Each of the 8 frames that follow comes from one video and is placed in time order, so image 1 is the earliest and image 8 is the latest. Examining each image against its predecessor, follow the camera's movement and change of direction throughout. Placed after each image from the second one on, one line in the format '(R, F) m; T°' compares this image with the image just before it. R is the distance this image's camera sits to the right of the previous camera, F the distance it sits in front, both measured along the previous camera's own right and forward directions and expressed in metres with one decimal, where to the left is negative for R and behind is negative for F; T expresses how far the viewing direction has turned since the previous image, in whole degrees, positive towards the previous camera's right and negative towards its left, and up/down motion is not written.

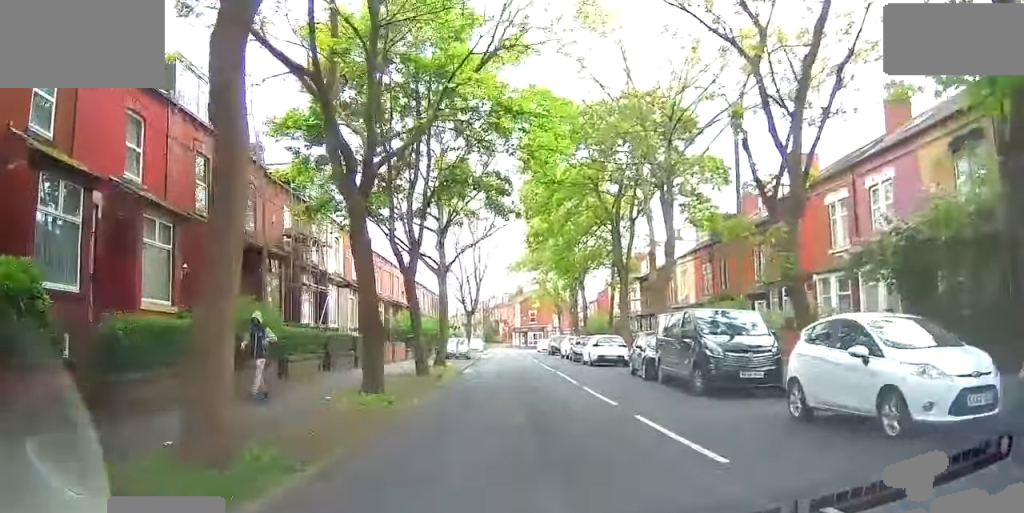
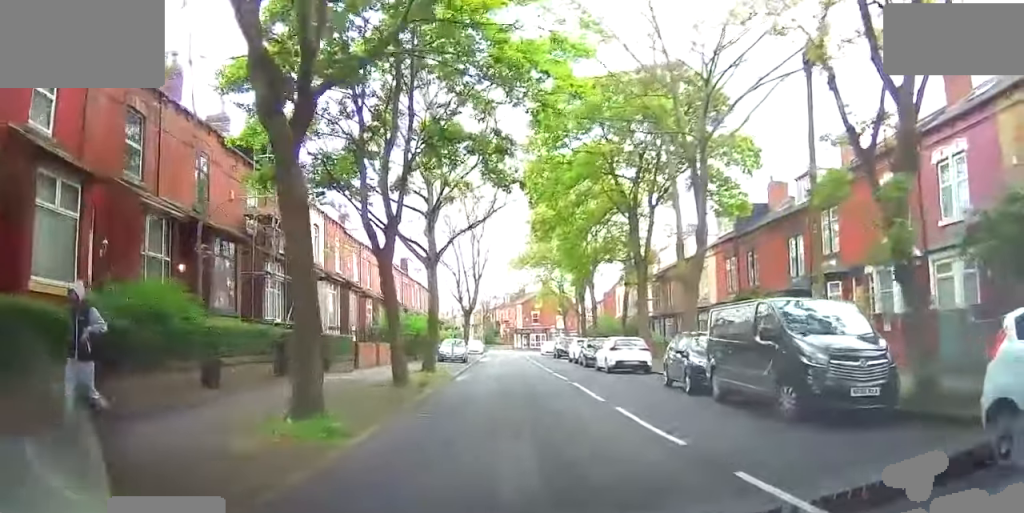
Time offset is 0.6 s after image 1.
(0.0, +4.4) m; +1°
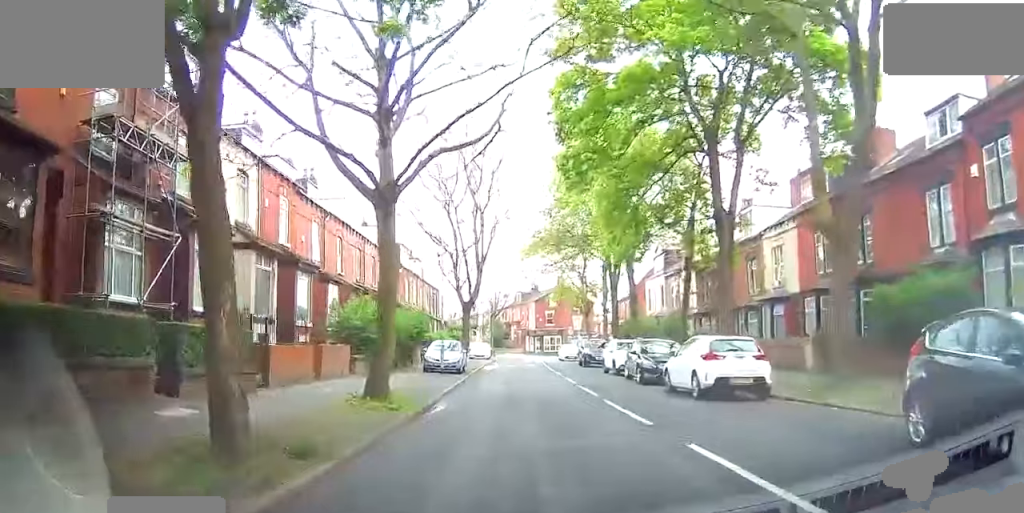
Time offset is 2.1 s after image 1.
(+0.2, +10.7) m; +2°
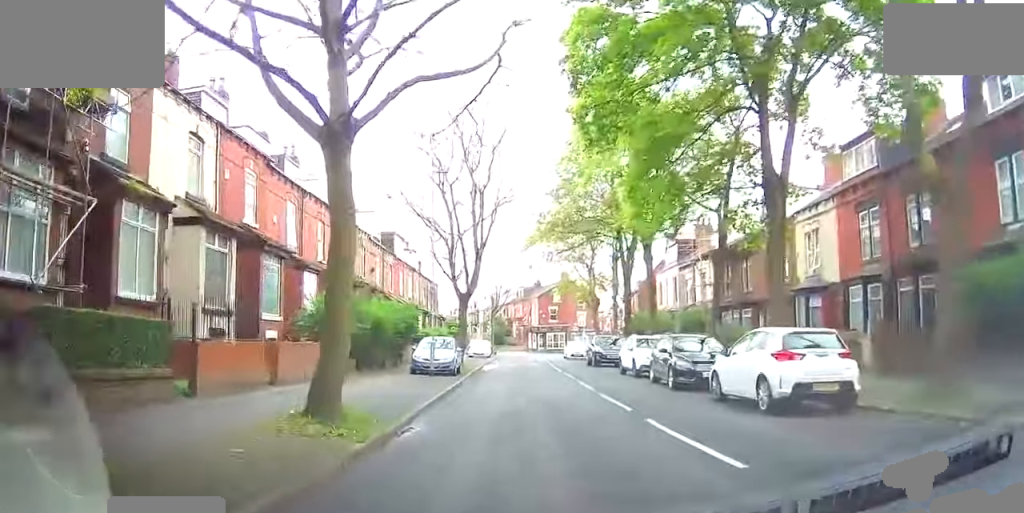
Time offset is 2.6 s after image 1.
(0.0, +4.0) m; -1°
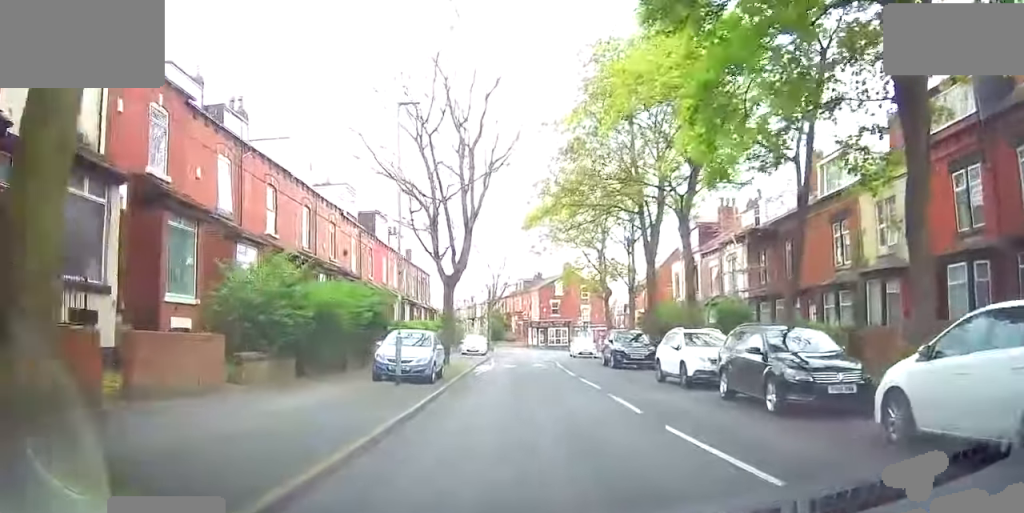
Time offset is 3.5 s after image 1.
(-0.1, +6.6) m; -1°
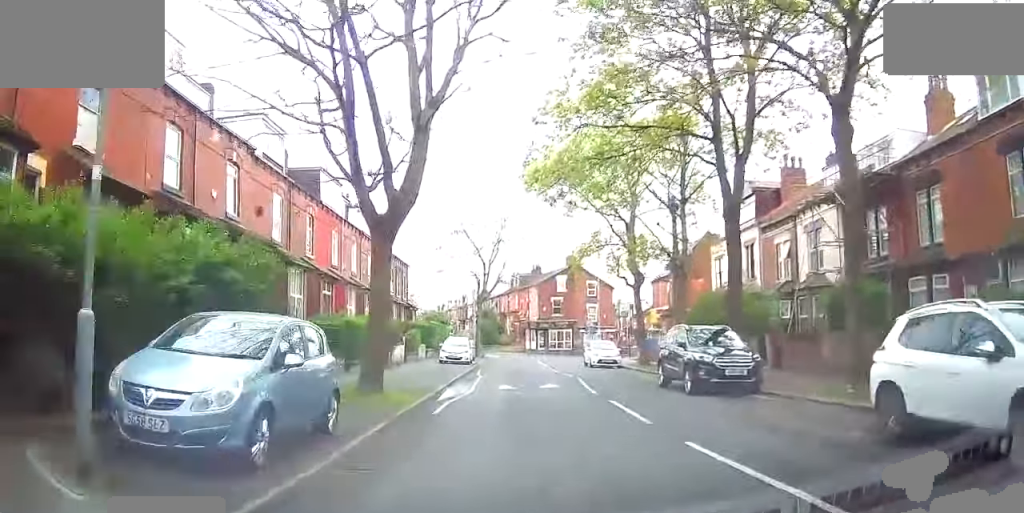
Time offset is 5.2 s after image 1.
(+0.1, +11.4) m; +5°
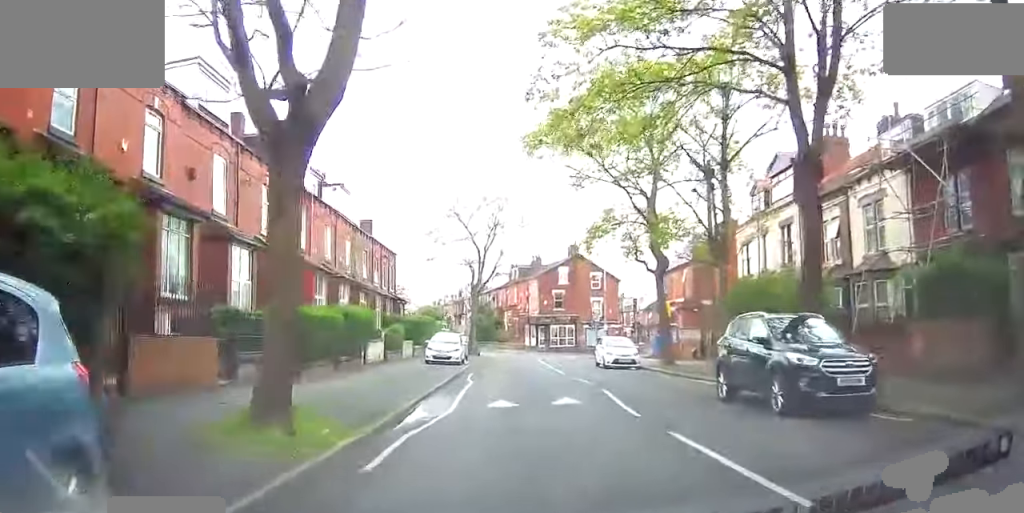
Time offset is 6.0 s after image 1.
(+0.4, +5.2) m; +2°
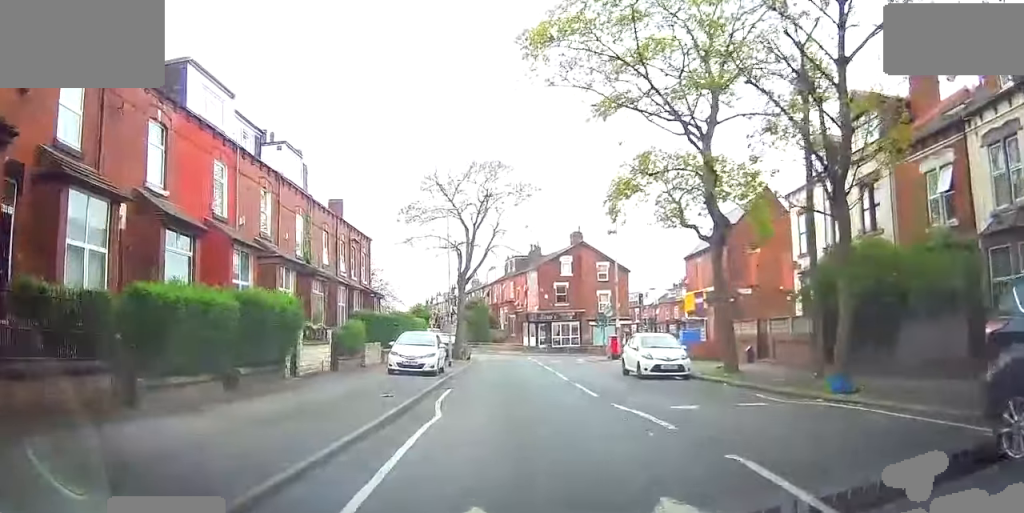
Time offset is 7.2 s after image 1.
(-0.3, +8.4) m; -2°
